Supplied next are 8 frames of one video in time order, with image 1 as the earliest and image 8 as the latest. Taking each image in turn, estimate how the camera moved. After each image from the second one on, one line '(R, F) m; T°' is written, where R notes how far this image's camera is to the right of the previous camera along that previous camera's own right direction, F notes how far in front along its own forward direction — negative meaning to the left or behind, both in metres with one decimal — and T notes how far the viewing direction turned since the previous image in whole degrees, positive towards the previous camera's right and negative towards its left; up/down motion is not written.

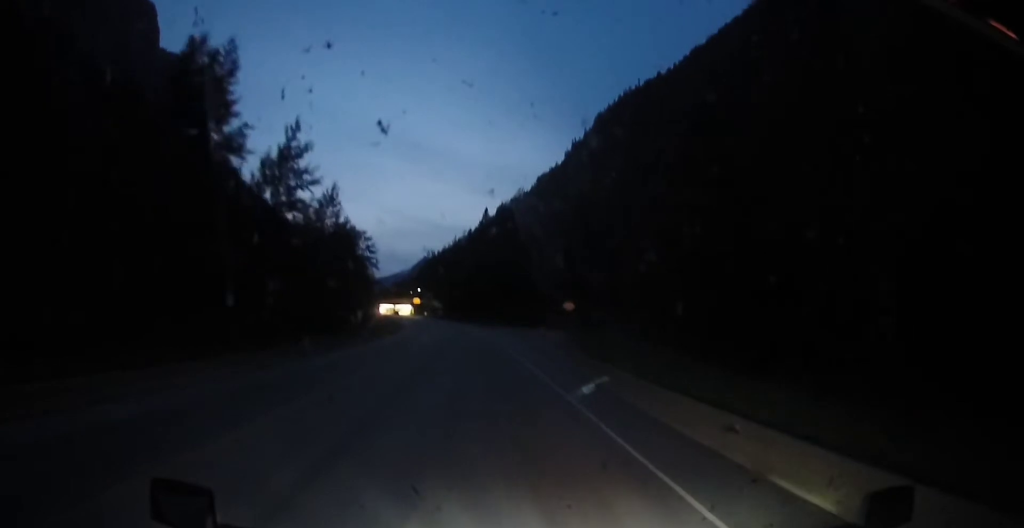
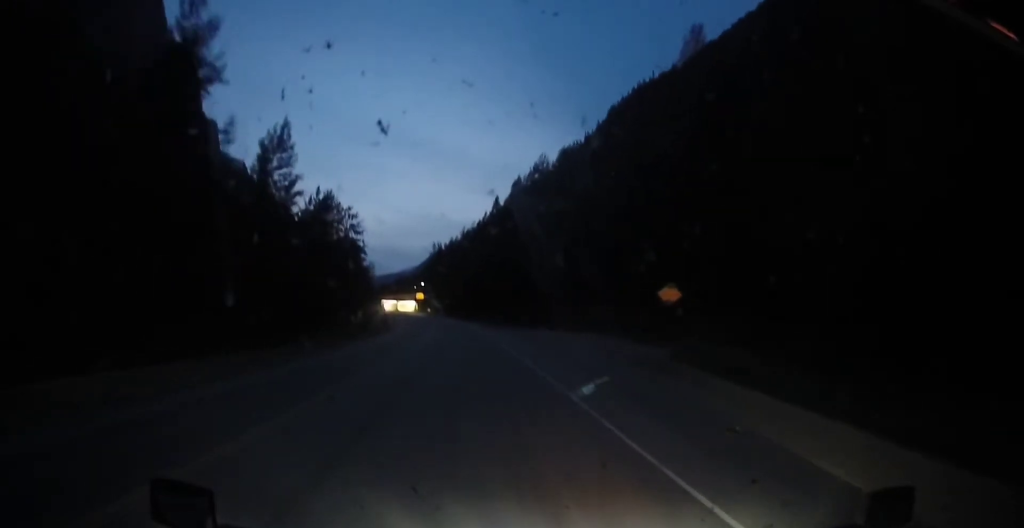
(+0.5, +23.5) m; -1°
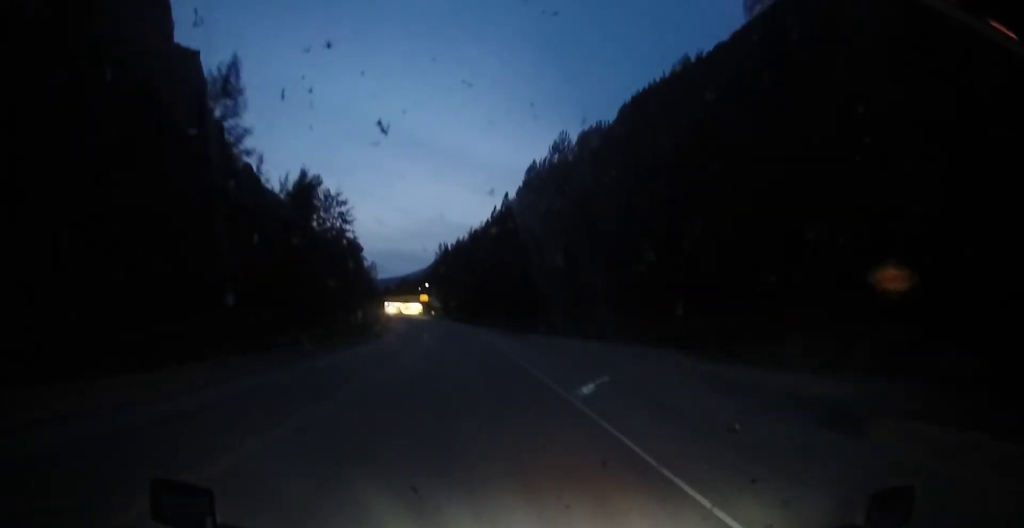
(-0.5, +14.1) m; -1°
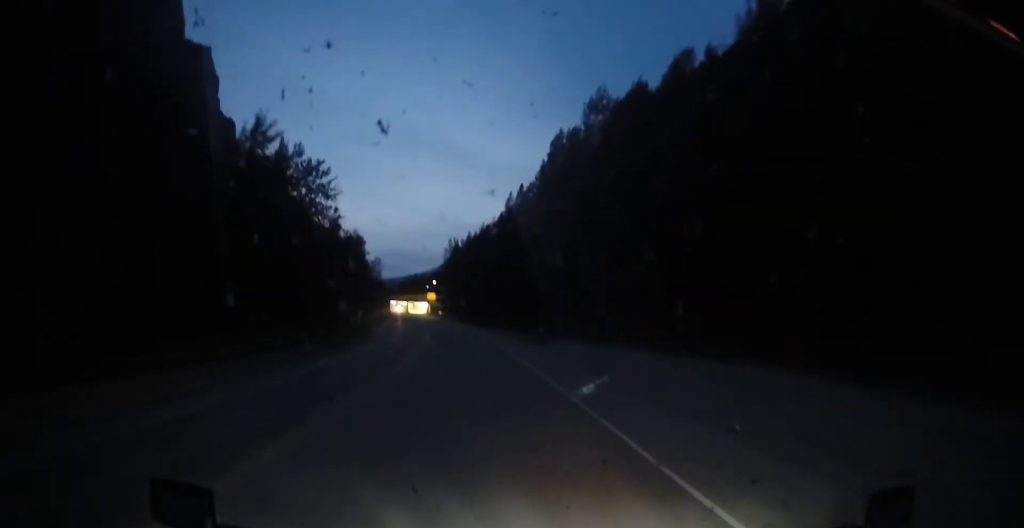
(-0.3, +17.4) m; 0°
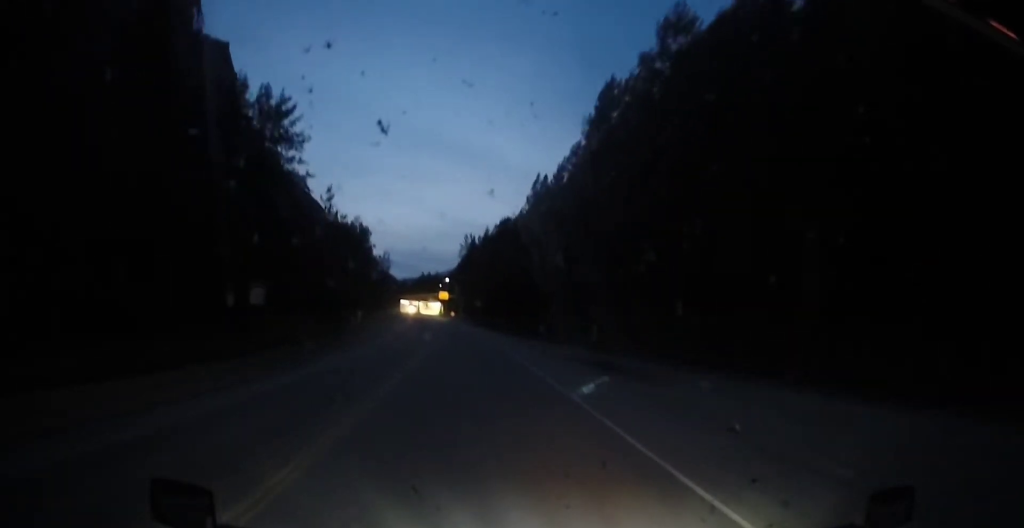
(+0.3, +20.6) m; +1°
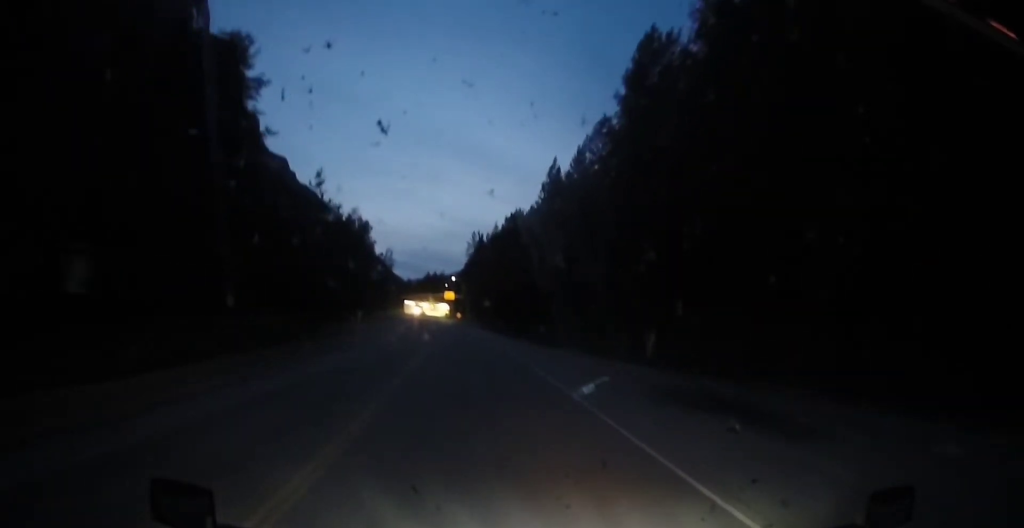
(0.0, +12.3) m; -1°
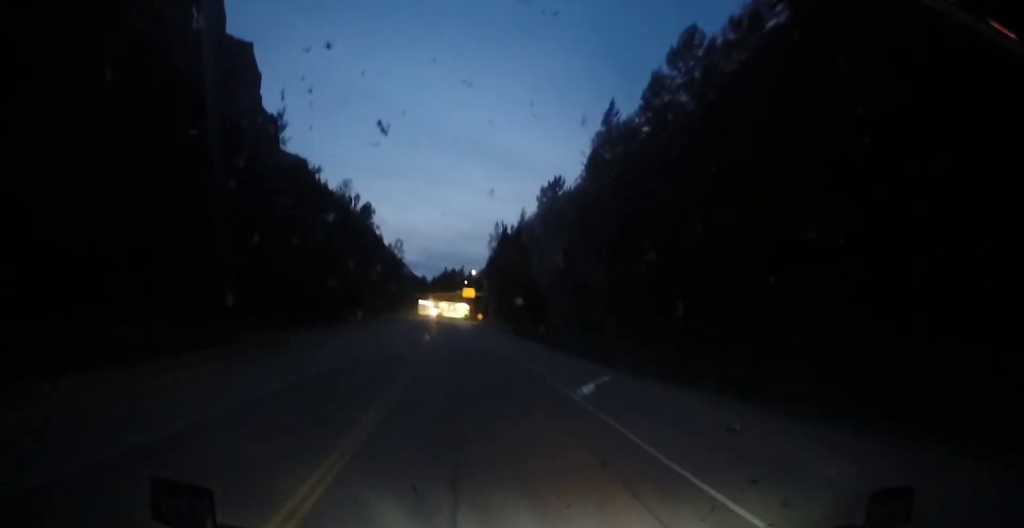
(-0.5, +28.5) m; -3°
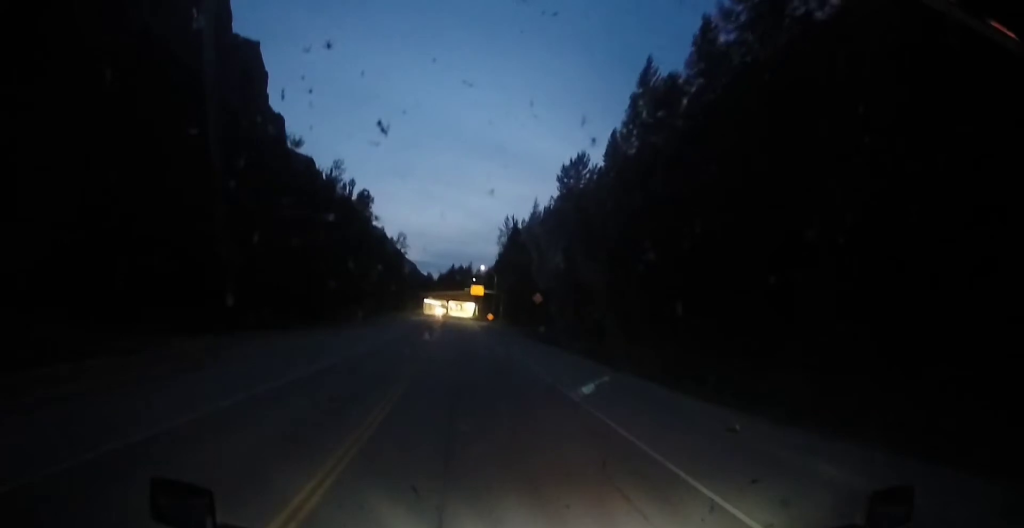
(-0.2, +13.0) m; -1°
